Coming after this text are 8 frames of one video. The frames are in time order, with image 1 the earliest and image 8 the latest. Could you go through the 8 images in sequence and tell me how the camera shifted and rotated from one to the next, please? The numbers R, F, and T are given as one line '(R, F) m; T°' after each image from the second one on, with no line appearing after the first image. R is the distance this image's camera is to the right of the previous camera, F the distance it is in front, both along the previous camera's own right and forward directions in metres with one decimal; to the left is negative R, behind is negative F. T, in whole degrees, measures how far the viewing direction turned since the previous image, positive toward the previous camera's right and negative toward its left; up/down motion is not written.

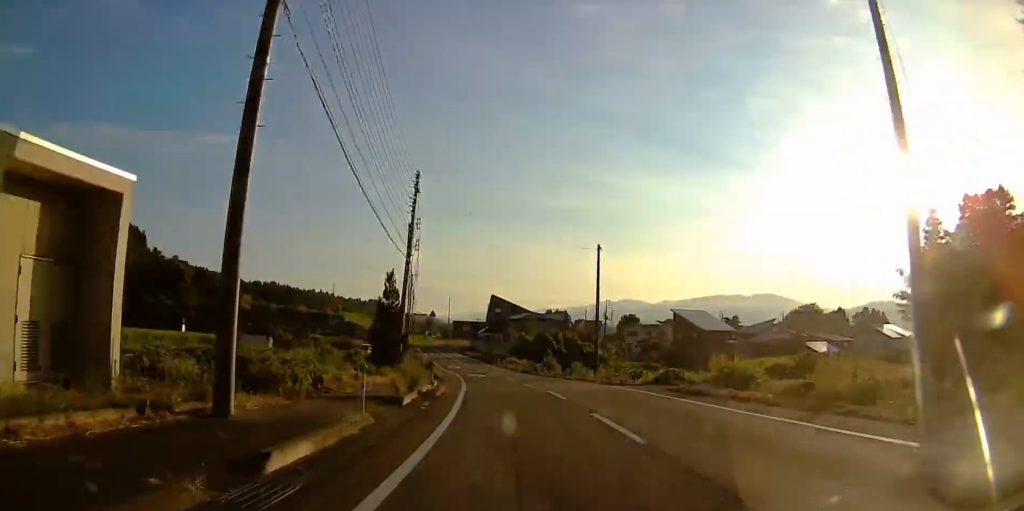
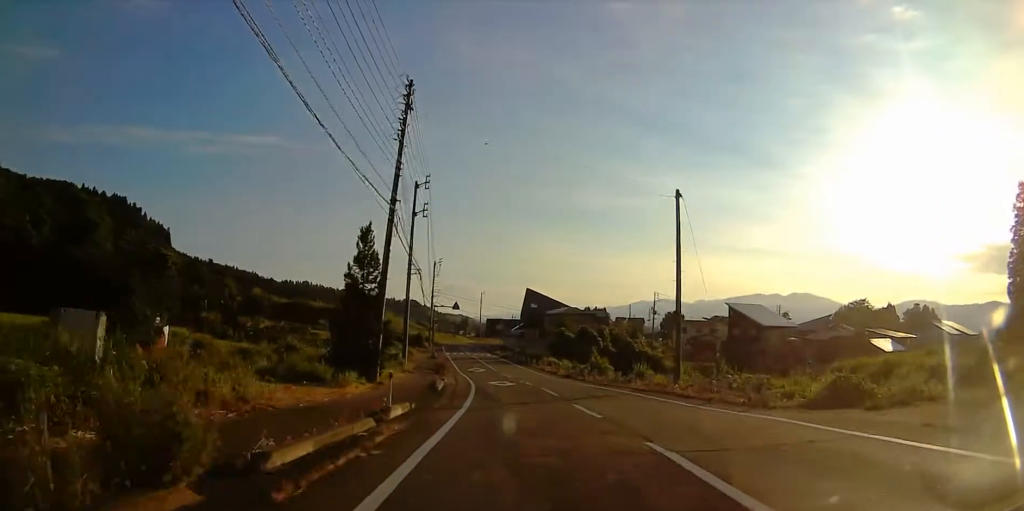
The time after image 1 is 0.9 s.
(-1.5, +15.4) m; -6°
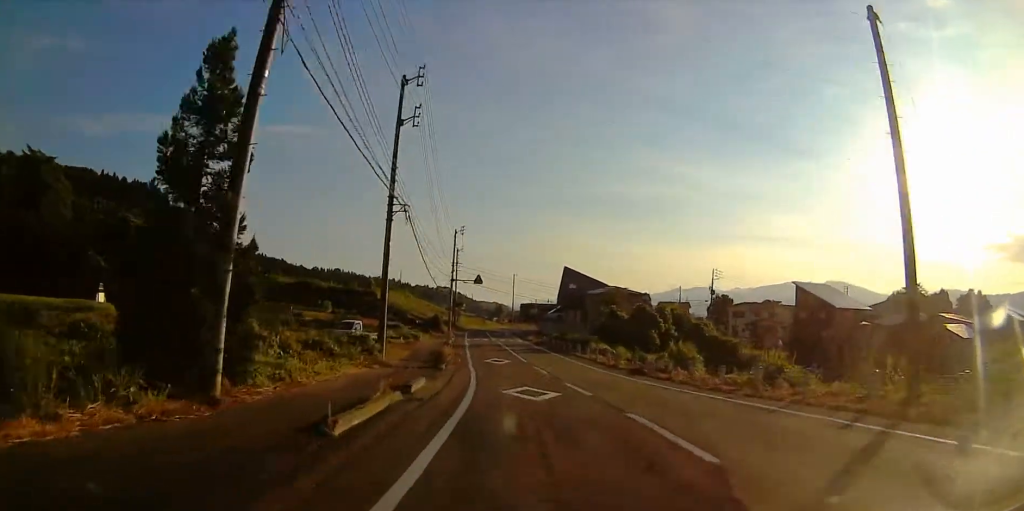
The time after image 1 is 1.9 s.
(-0.6, +17.9) m; -2°
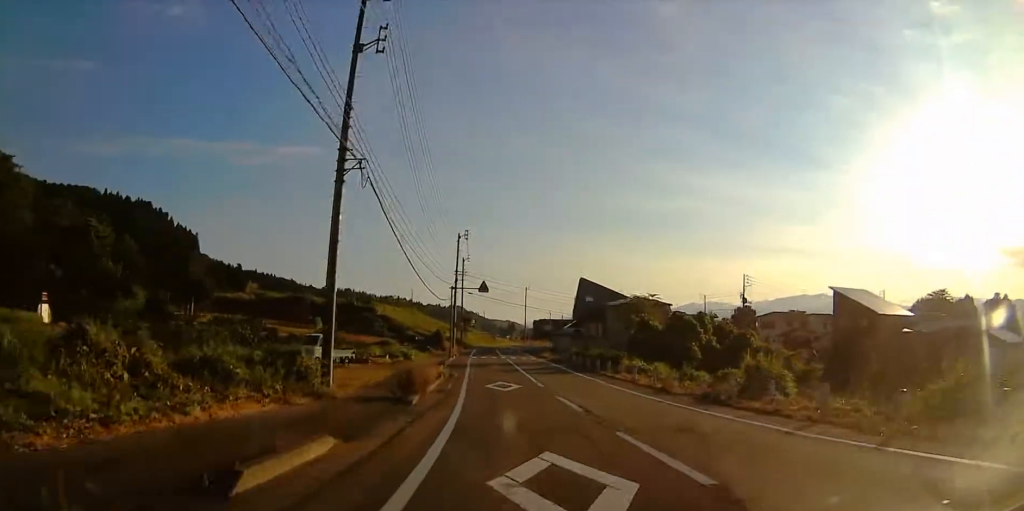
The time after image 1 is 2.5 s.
(0.0, +10.5) m; 0°
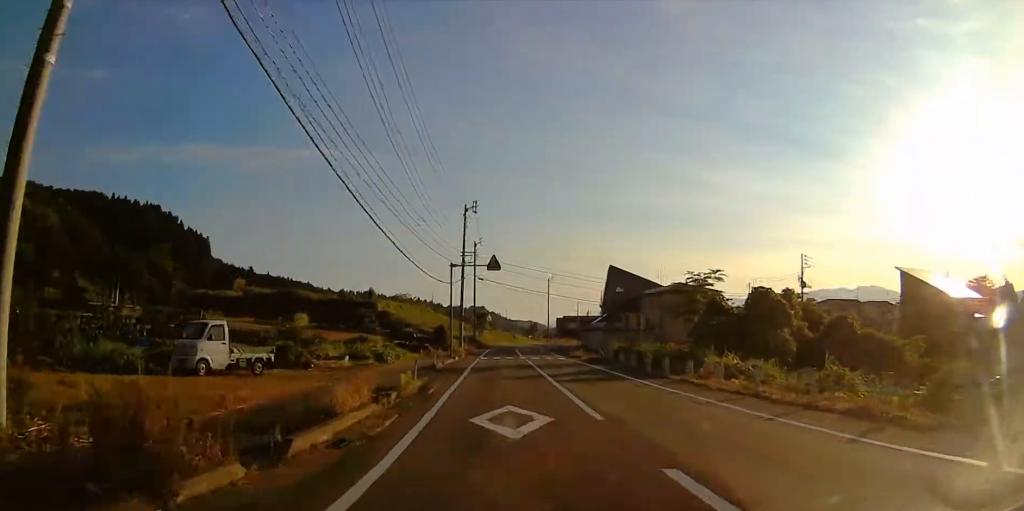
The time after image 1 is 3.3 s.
(0.0, +15.2) m; 0°
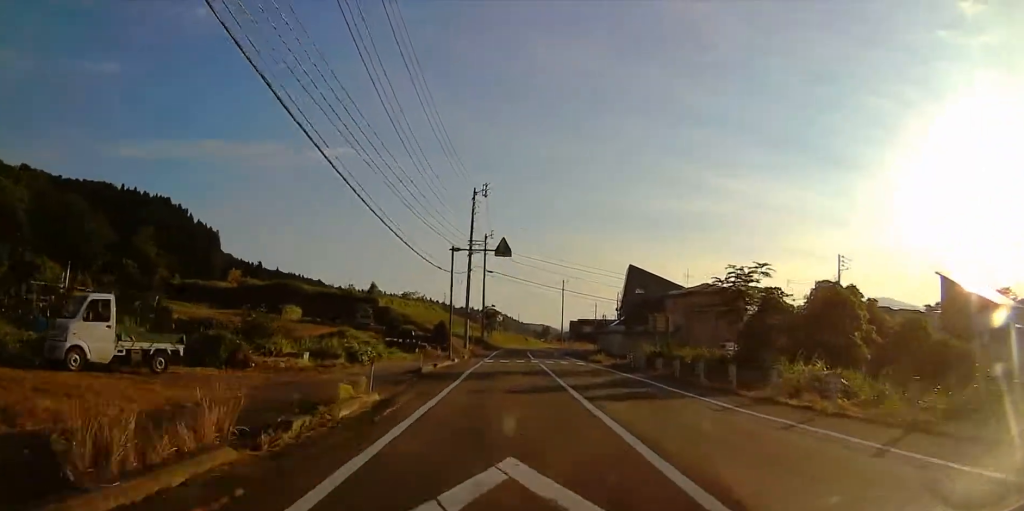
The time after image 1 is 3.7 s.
(0.0, +7.3) m; 0°
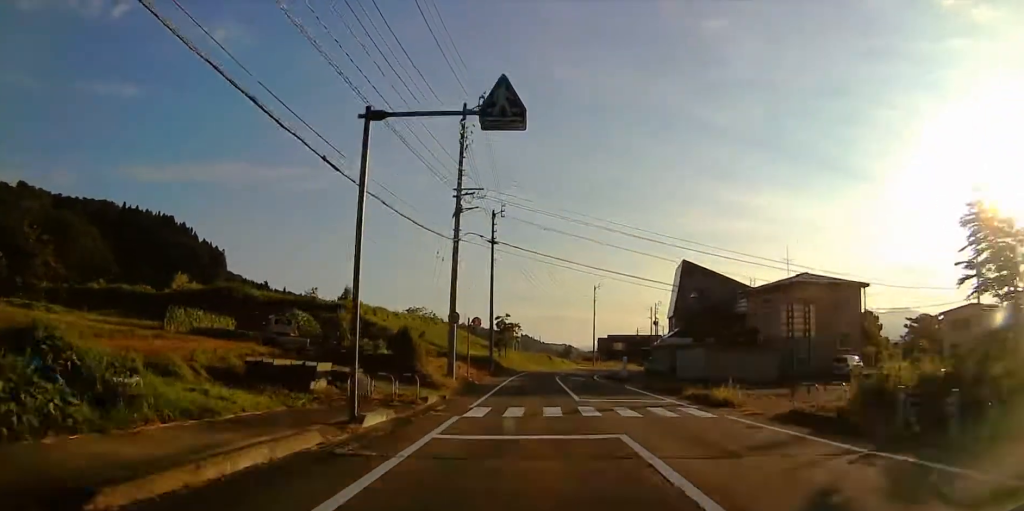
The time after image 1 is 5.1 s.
(0.0, +24.6) m; 0°
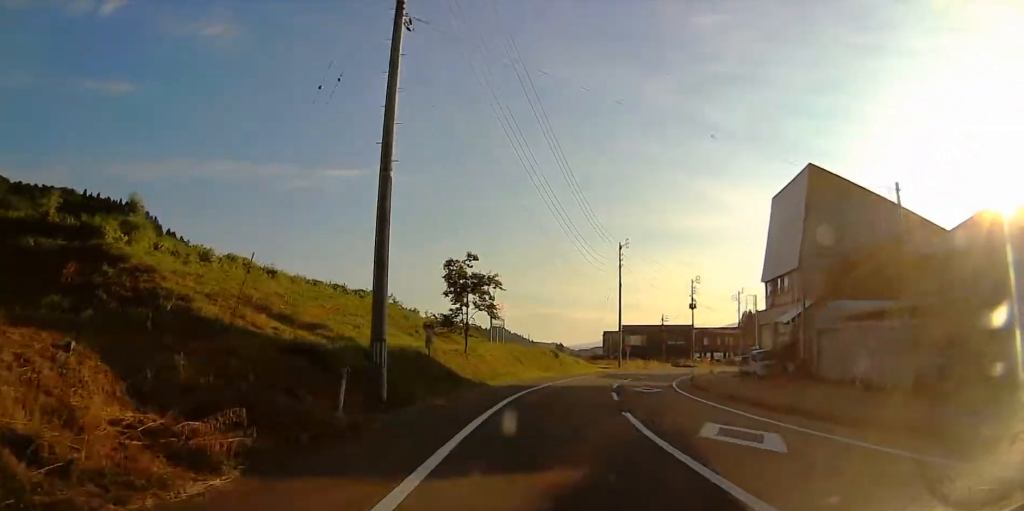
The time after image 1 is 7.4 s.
(0.0, +40.8) m; -1°
